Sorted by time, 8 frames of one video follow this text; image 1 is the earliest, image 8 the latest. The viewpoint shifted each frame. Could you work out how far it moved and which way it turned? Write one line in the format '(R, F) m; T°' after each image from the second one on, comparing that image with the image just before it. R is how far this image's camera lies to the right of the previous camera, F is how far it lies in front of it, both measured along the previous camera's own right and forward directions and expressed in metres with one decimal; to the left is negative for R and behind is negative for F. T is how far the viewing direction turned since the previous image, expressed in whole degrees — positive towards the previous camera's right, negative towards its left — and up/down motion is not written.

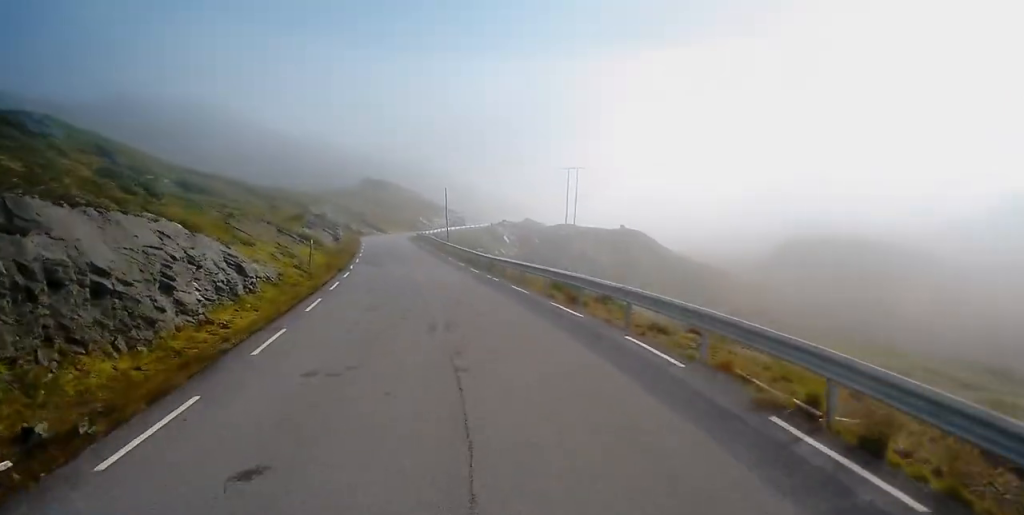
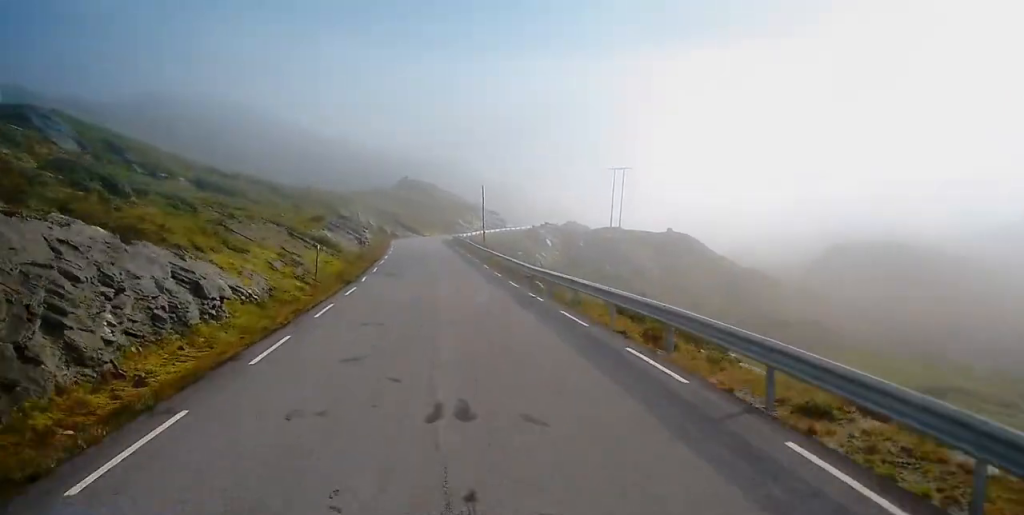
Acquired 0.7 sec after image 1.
(-0.4, +6.7) m; -4°
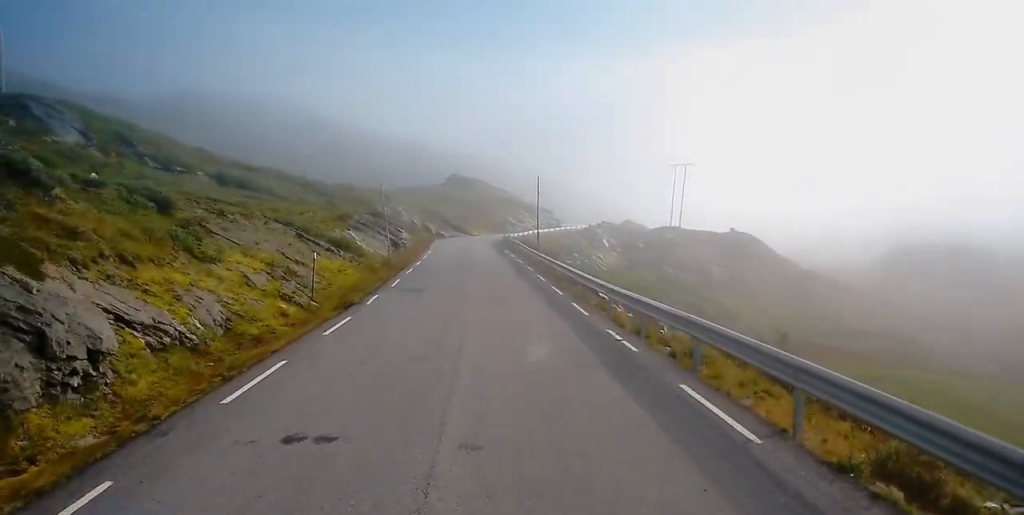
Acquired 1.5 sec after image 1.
(-0.4, +8.7) m; 0°
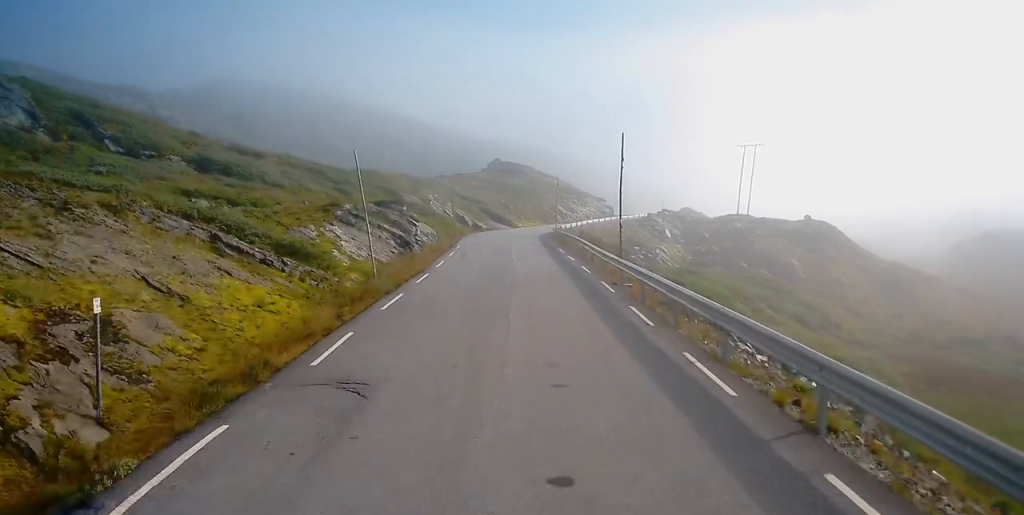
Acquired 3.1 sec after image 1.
(+0.1, +16.0) m; -2°
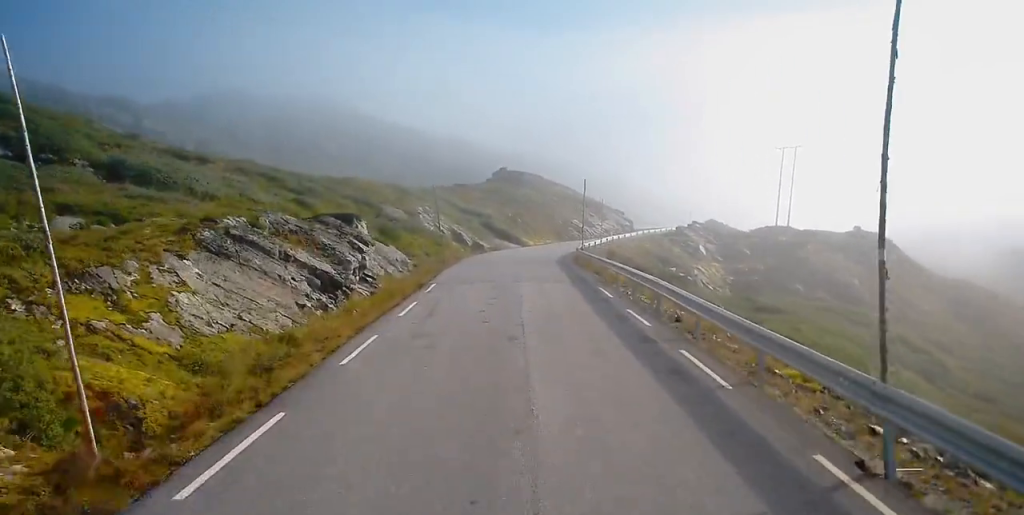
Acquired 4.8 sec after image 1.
(-0.3, +17.2) m; -2°
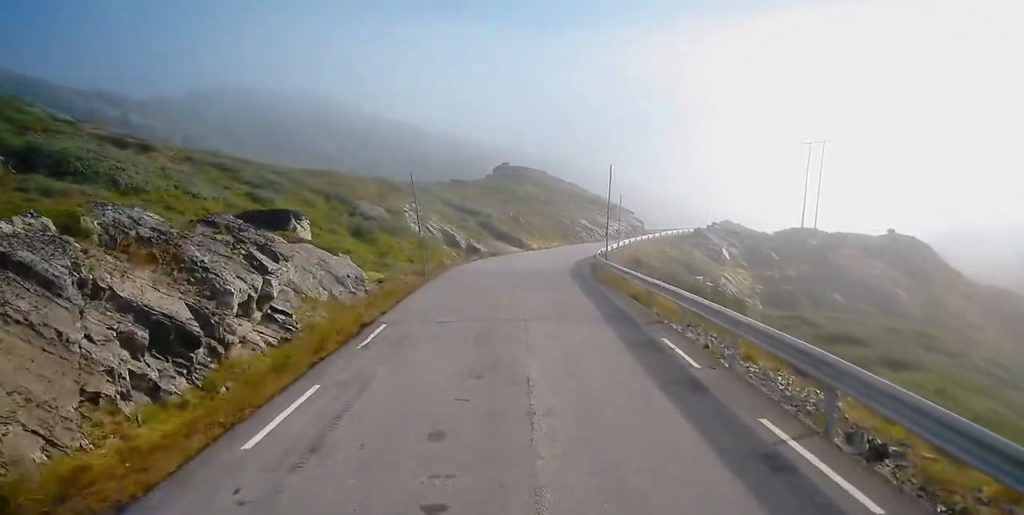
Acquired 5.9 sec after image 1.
(-0.2, +10.5) m; -2°
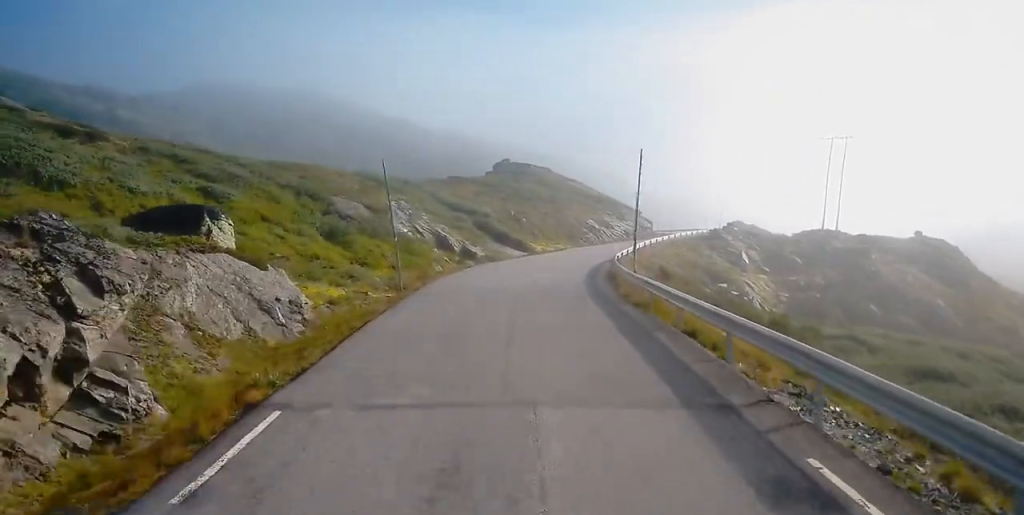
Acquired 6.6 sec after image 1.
(-0.2, +7.5) m; 0°
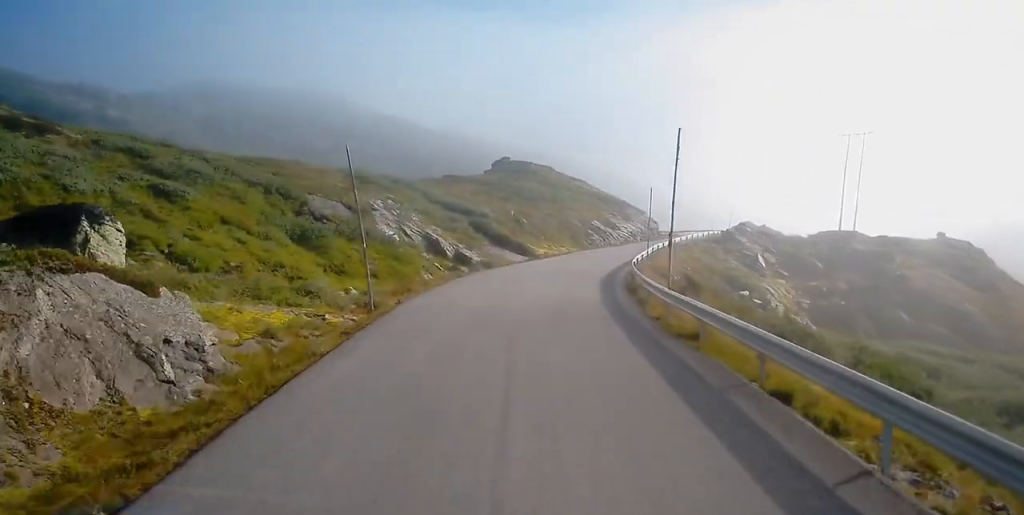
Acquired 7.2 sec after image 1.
(+0.2, +5.7) m; +1°
